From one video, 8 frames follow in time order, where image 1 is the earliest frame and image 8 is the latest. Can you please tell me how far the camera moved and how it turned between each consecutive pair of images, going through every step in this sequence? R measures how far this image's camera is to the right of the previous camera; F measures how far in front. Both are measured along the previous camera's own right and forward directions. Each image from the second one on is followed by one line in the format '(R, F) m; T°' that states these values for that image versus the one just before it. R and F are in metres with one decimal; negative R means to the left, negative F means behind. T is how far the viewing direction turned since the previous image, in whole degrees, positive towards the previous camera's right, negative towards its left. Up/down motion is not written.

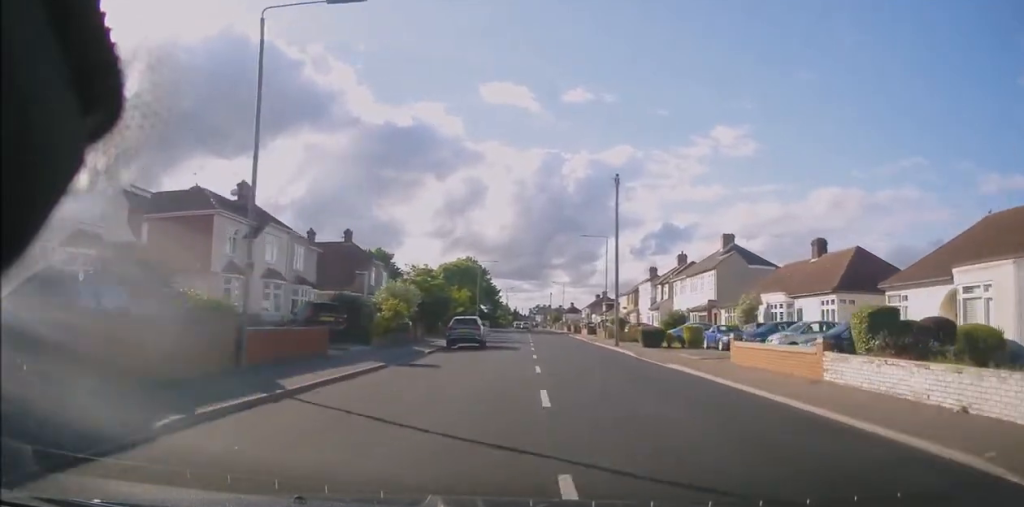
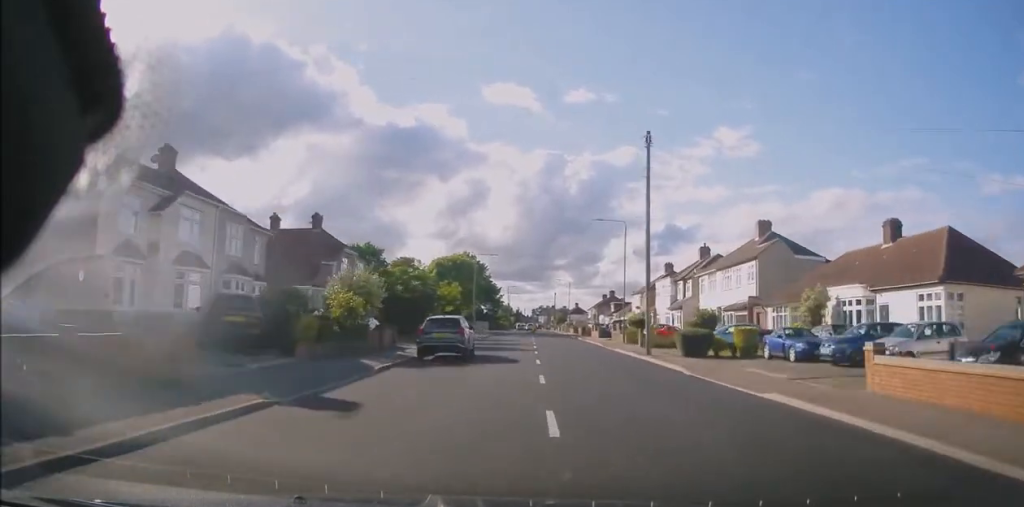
(-0.1, +8.1) m; +1°
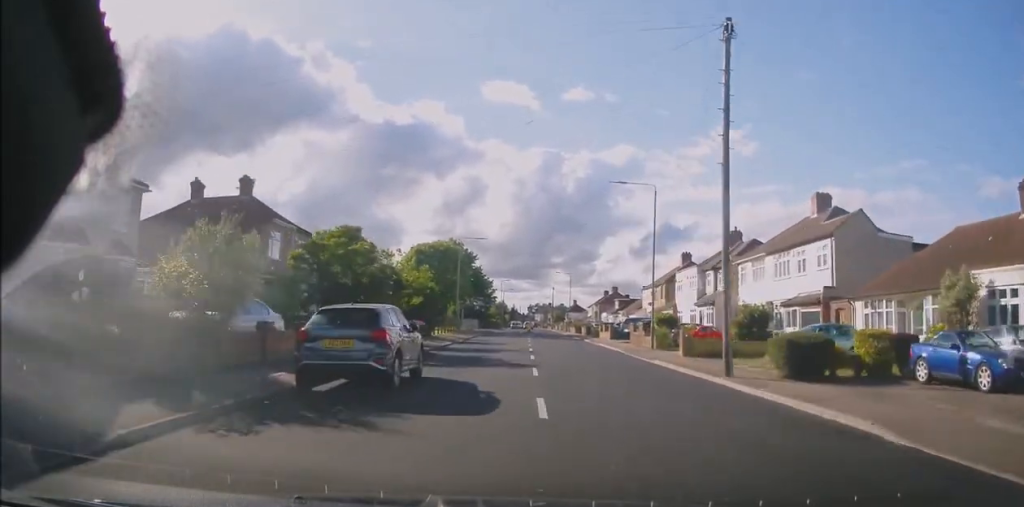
(+0.1, +10.7) m; 0°
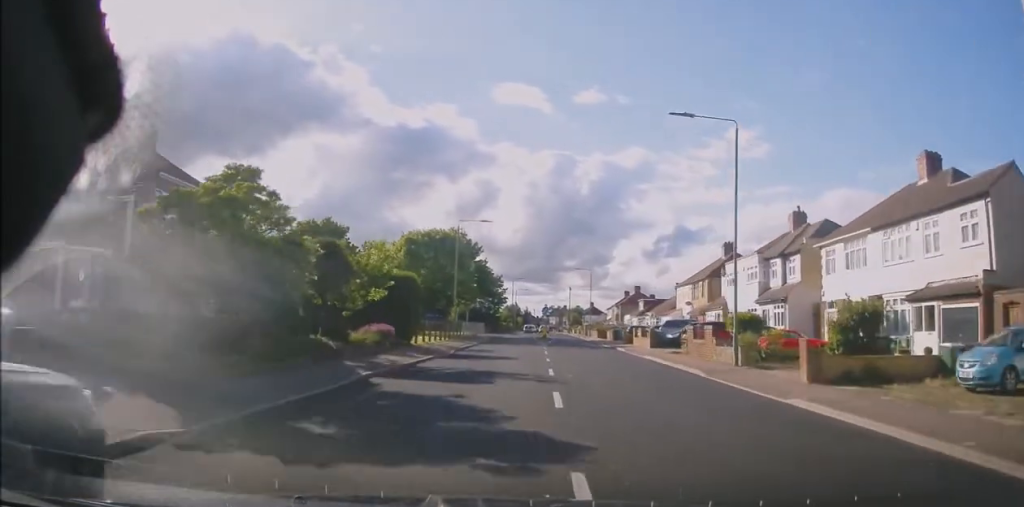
(+0.2, +10.7) m; -1°
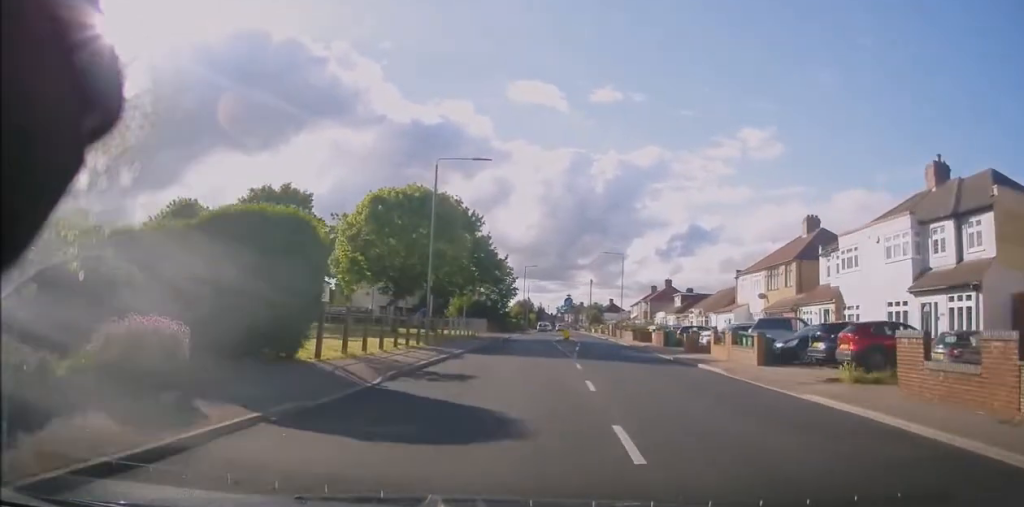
(-0.6, +15.5) m; -3°
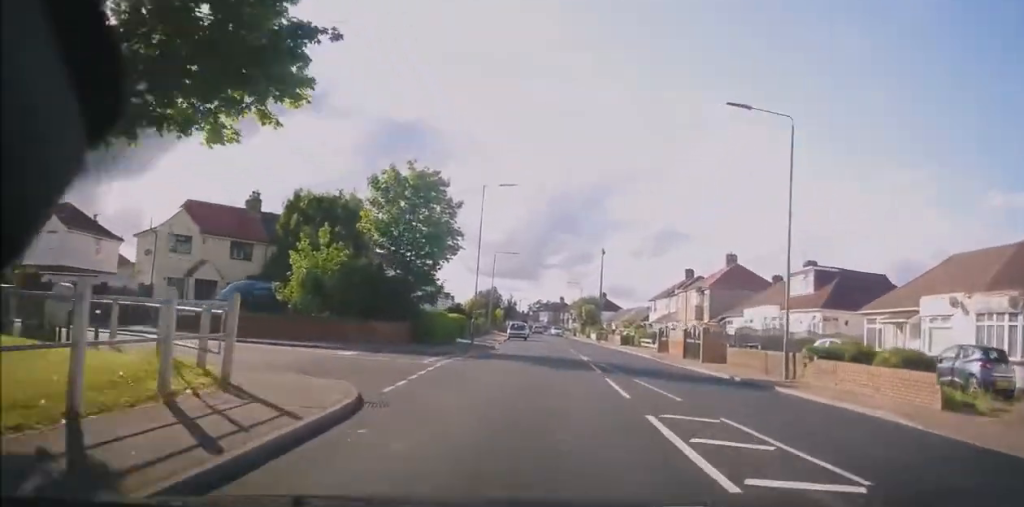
(+1.0, +42.9) m; +4°
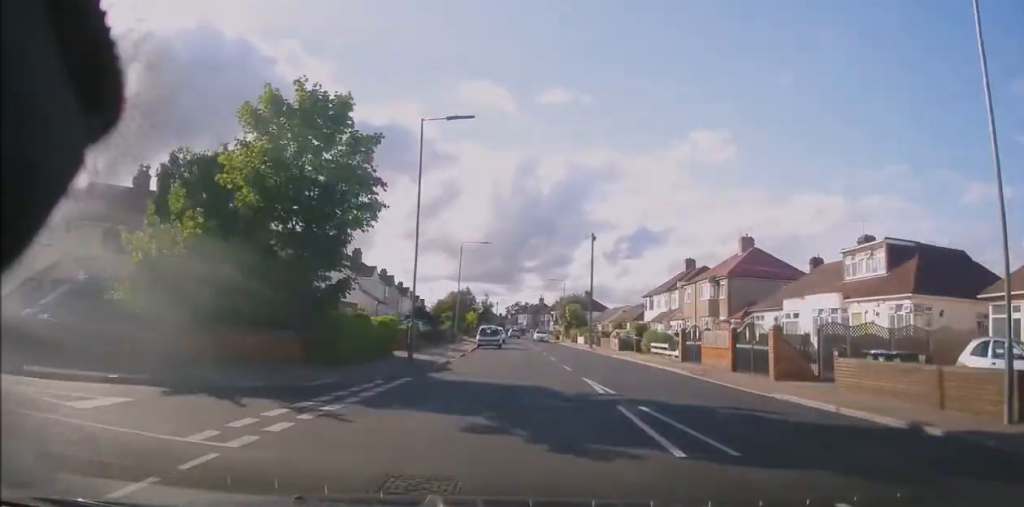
(+0.3, +10.5) m; +1°
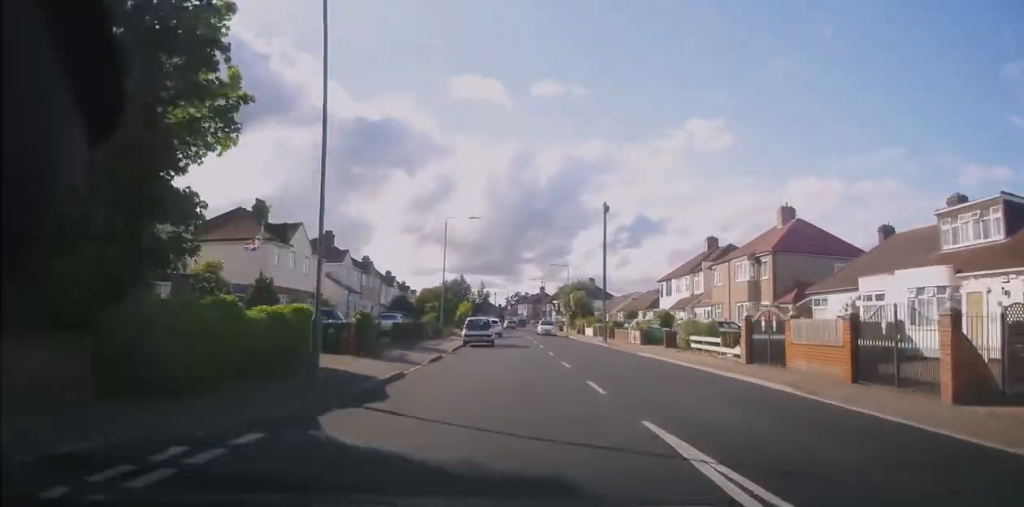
(+0.2, +8.5) m; +1°
